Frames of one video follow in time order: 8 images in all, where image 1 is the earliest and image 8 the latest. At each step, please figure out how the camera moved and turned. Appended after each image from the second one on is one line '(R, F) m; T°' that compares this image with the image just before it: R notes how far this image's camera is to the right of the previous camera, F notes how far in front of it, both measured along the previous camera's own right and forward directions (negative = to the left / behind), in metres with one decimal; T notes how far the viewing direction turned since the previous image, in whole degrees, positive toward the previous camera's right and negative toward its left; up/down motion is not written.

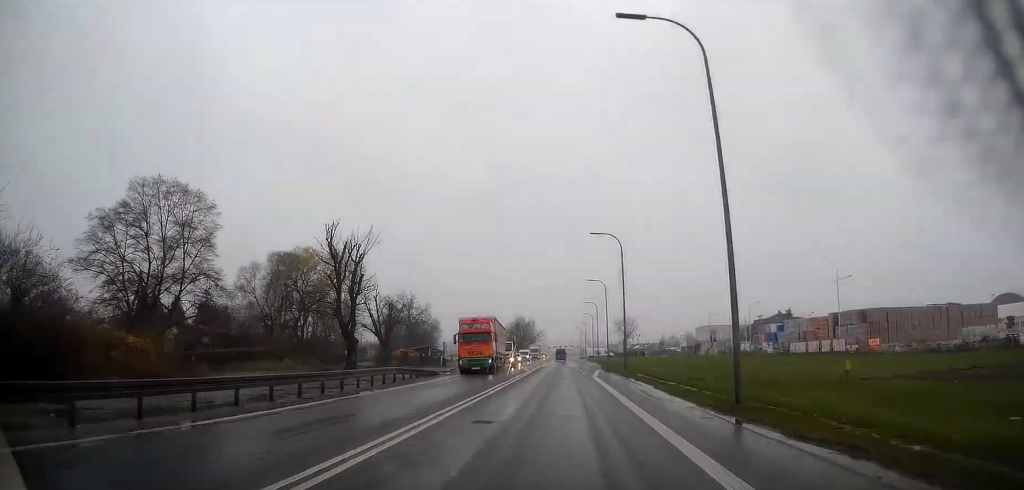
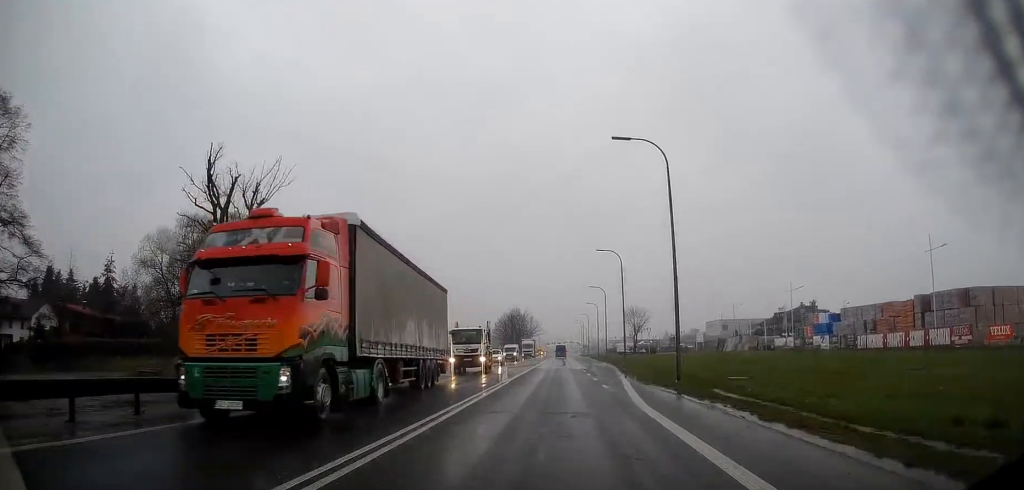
(-0.2, +19.7) m; -1°
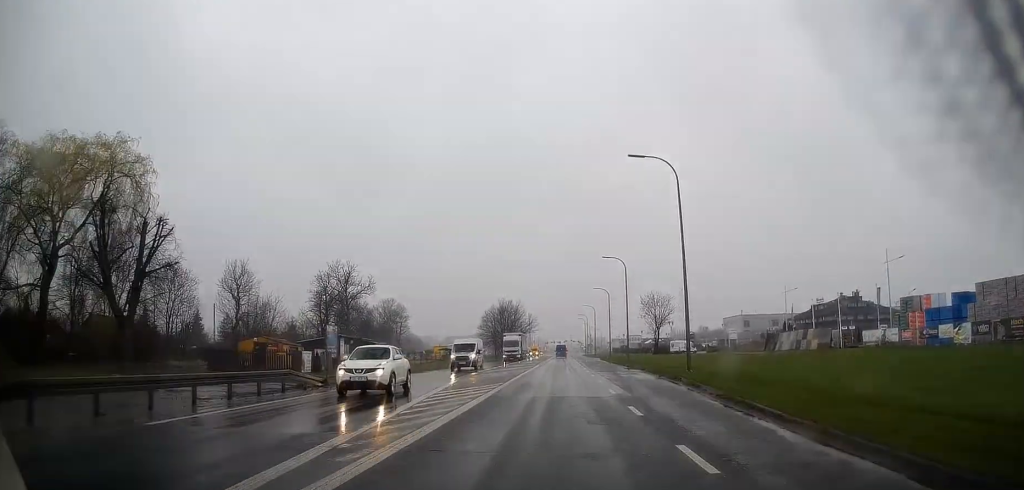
(-0.1, +26.9) m; +1°
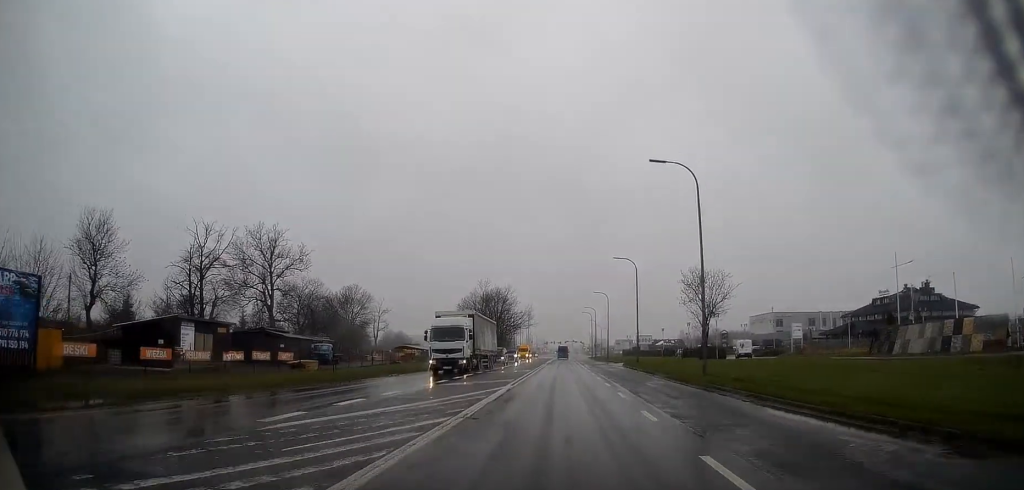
(+0.3, +30.3) m; 0°
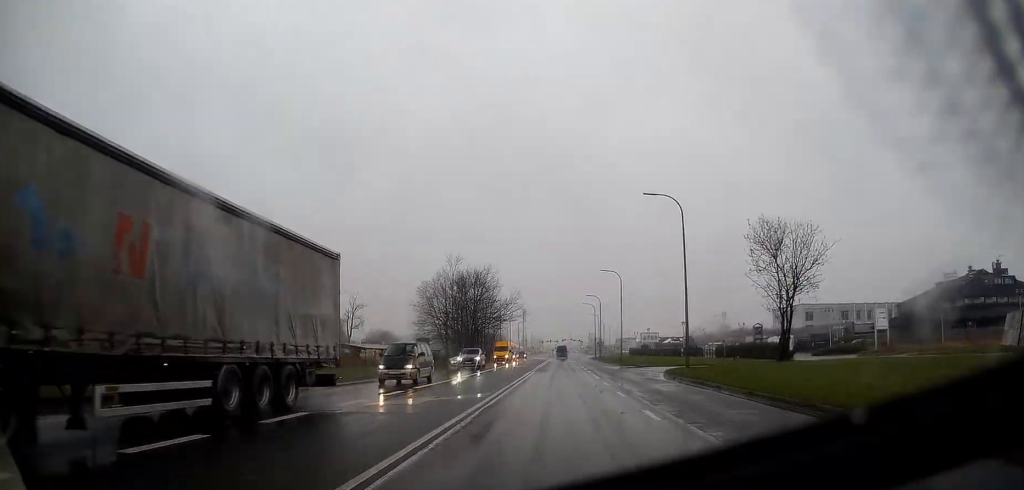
(-0.1, +24.1) m; 0°
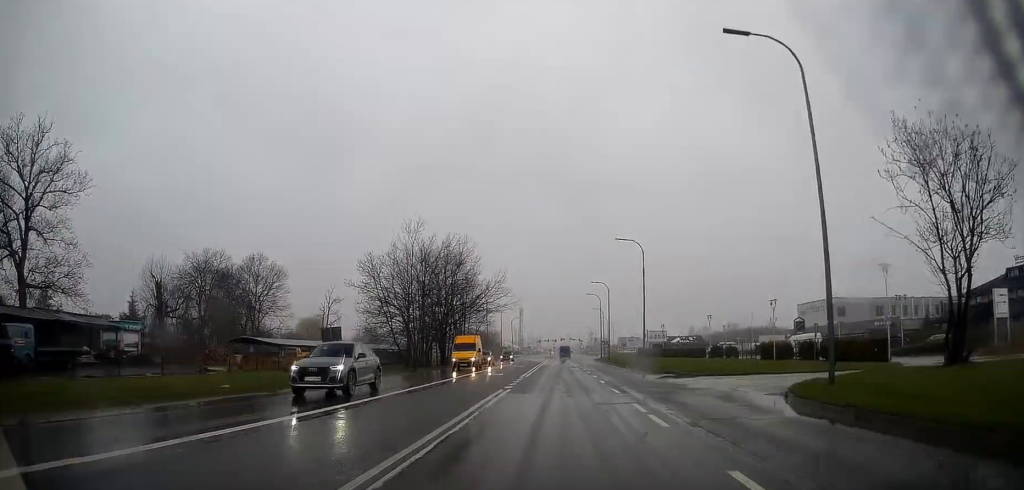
(0.0, +19.2) m; 0°
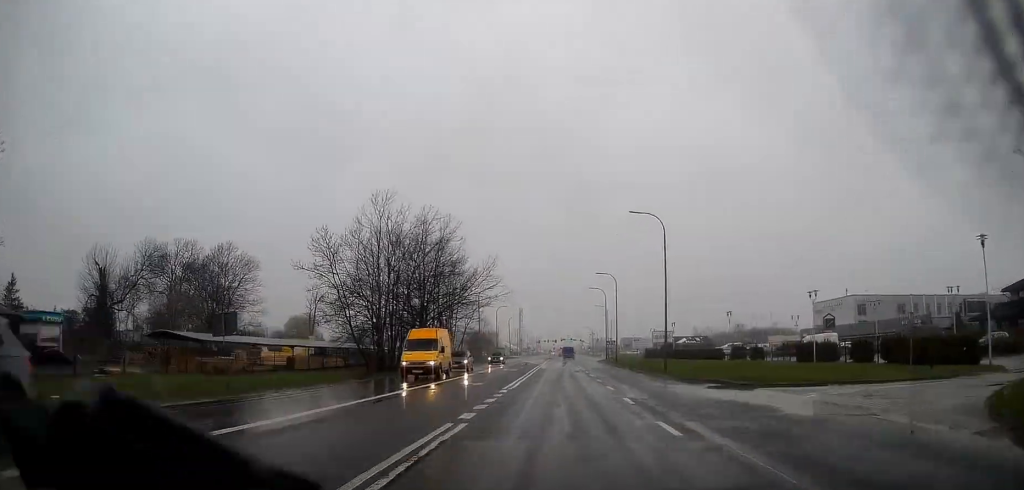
(+0.1, +9.9) m; 0°
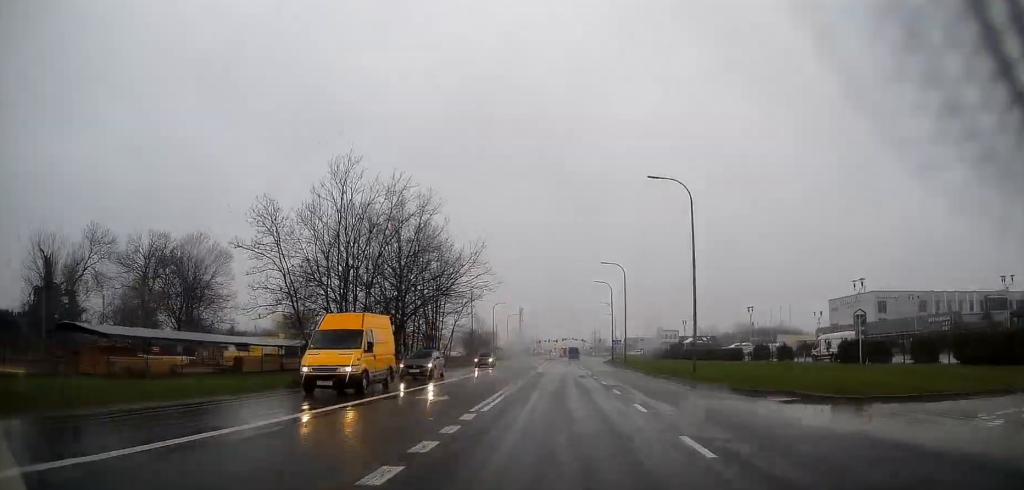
(0.0, +8.1) m; 0°
